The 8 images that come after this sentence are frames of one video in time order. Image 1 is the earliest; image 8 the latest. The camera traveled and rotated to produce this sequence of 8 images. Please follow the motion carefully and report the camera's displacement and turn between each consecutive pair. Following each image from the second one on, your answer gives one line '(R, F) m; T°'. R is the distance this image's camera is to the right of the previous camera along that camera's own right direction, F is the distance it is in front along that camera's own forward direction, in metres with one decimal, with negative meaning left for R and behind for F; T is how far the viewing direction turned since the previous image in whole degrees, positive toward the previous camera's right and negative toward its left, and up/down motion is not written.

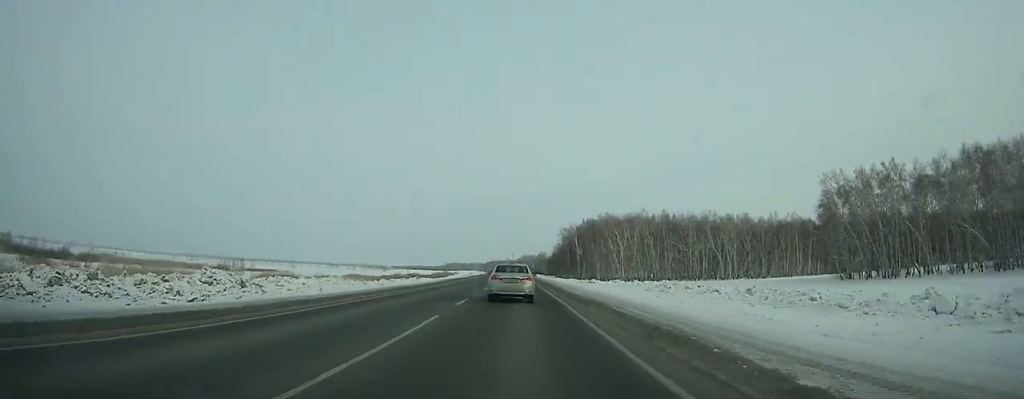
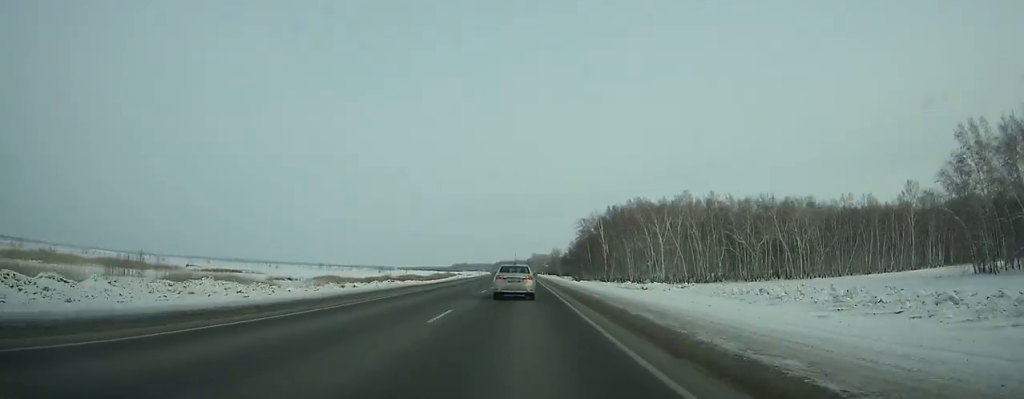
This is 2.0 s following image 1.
(-0.2, +39.5) m; 0°
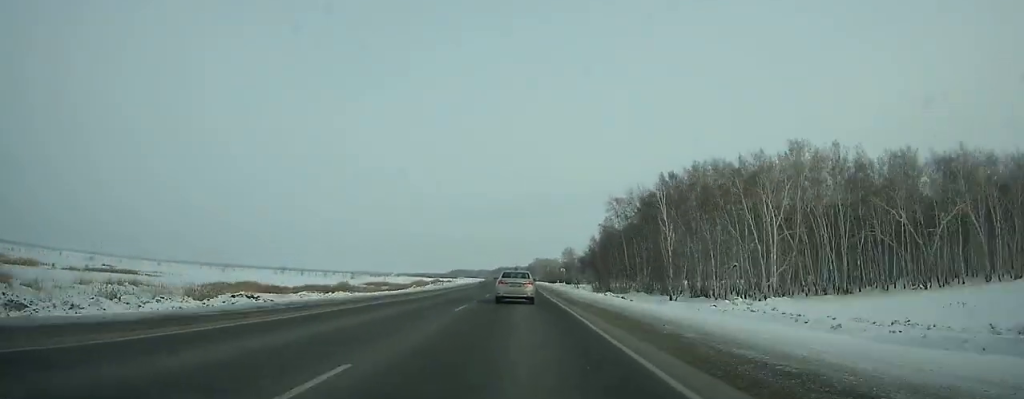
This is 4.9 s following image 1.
(-0.2, +58.6) m; 0°
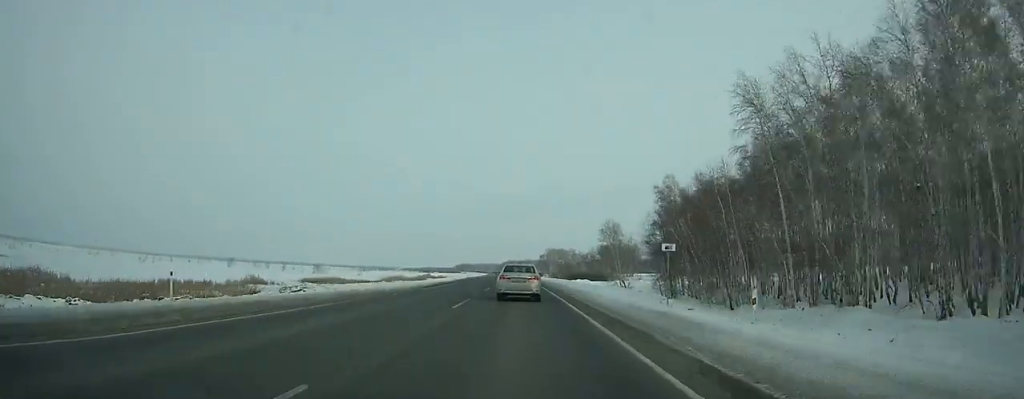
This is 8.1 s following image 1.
(-0.3, +66.4) m; -1°
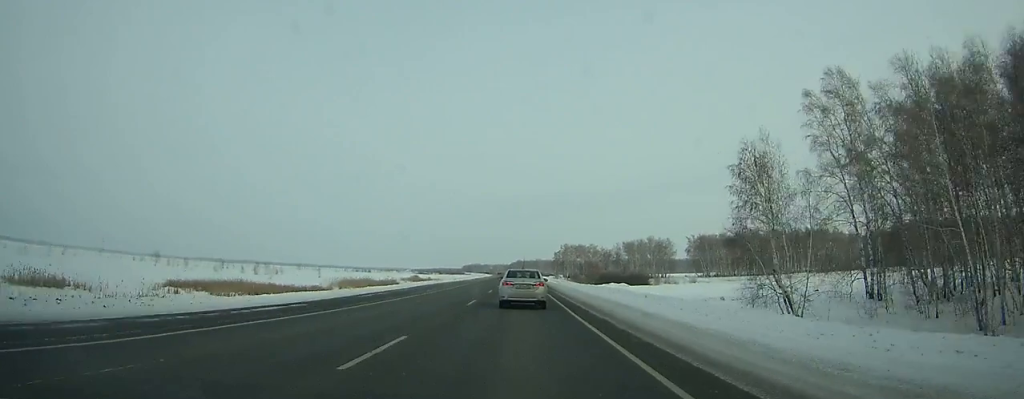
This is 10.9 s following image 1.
(-0.4, +58.9) m; -1°
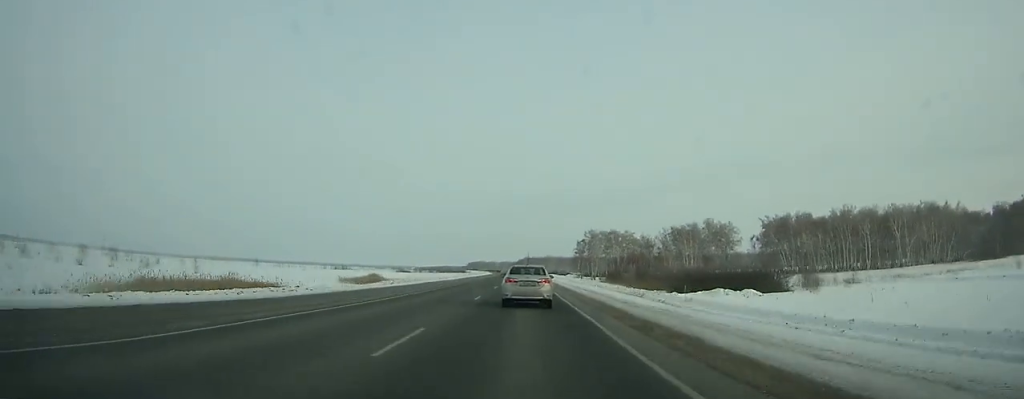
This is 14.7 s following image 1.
(-0.7, +80.1) m; -1°
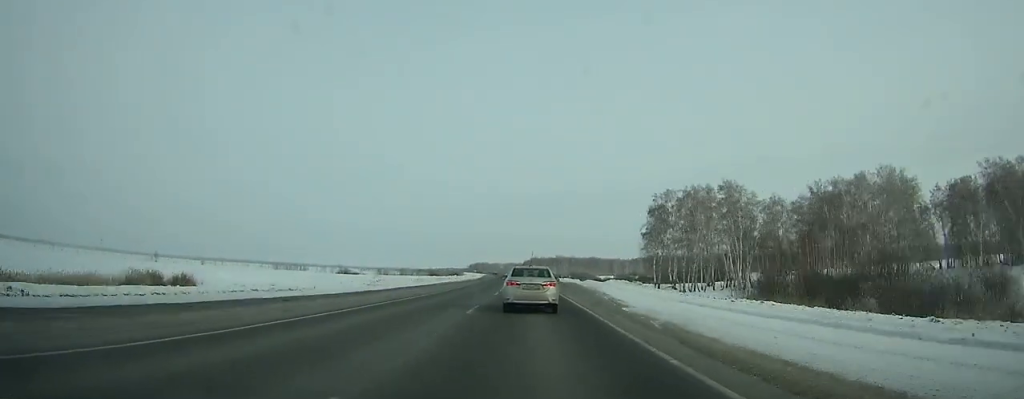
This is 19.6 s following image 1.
(-0.1, +101.9) m; 0°
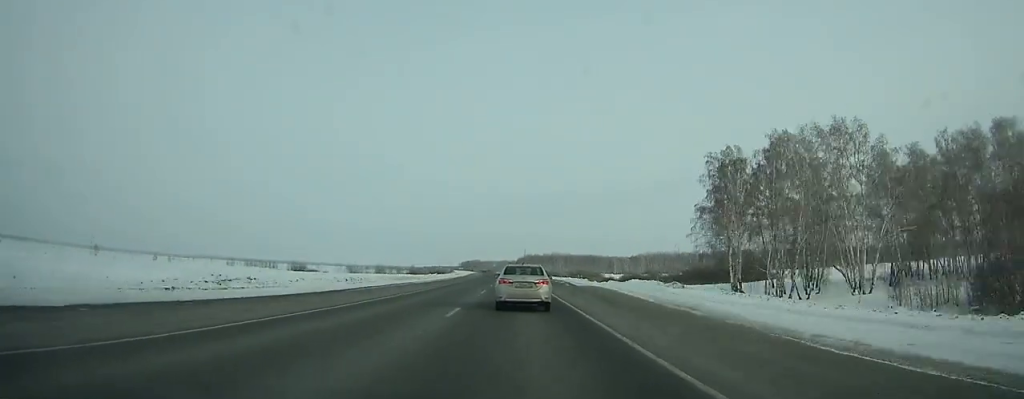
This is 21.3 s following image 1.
(+0.2, +34.9) m; 0°
